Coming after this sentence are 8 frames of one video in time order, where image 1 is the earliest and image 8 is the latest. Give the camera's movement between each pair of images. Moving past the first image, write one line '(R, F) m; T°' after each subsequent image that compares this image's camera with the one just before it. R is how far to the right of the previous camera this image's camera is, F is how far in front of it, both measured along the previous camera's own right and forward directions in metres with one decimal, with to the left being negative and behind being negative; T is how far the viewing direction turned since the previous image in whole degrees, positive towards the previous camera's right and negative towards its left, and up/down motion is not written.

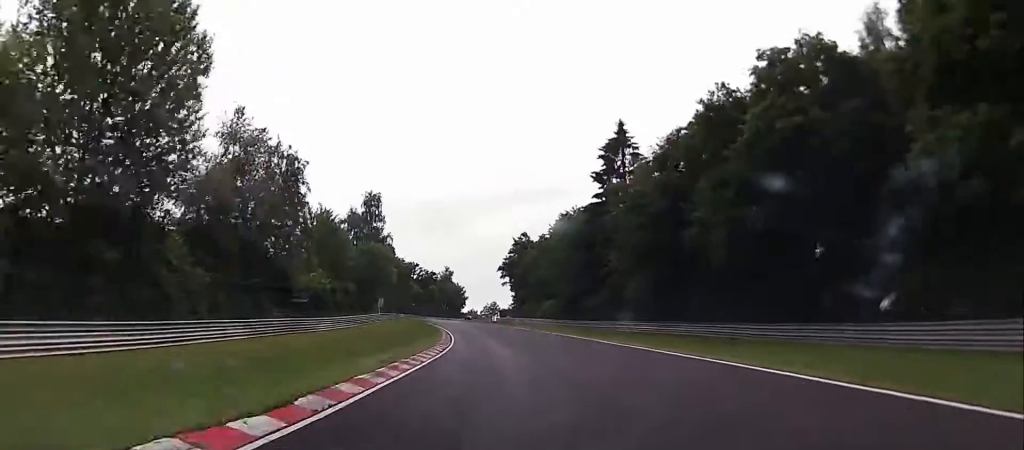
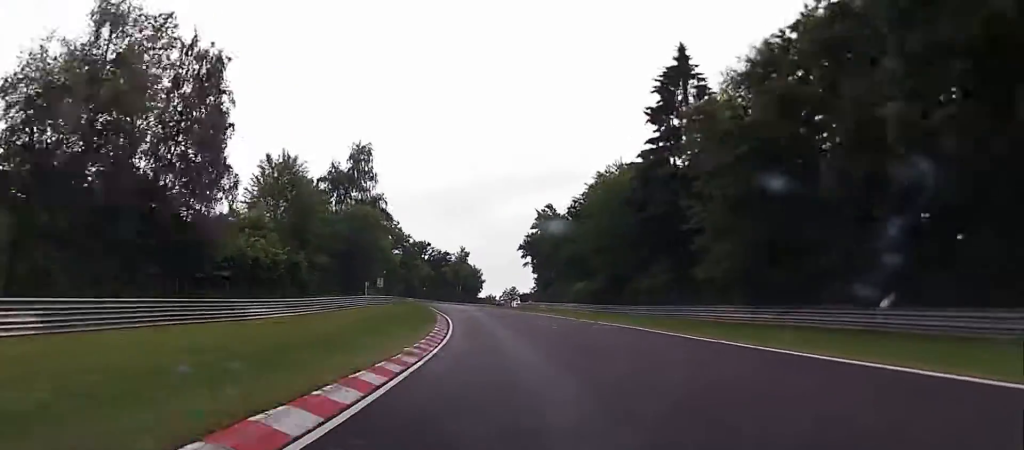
(-0.5, +19.0) m; -2°
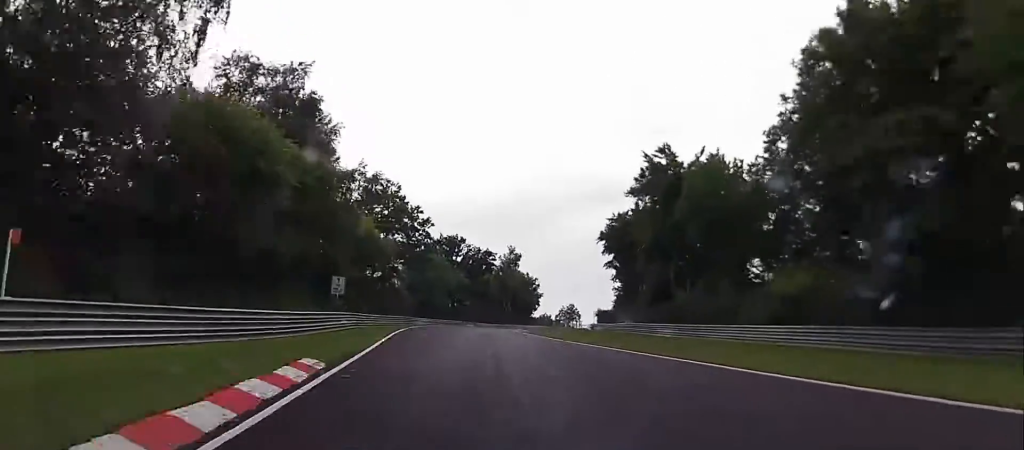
(-2.3, +52.2) m; -4°
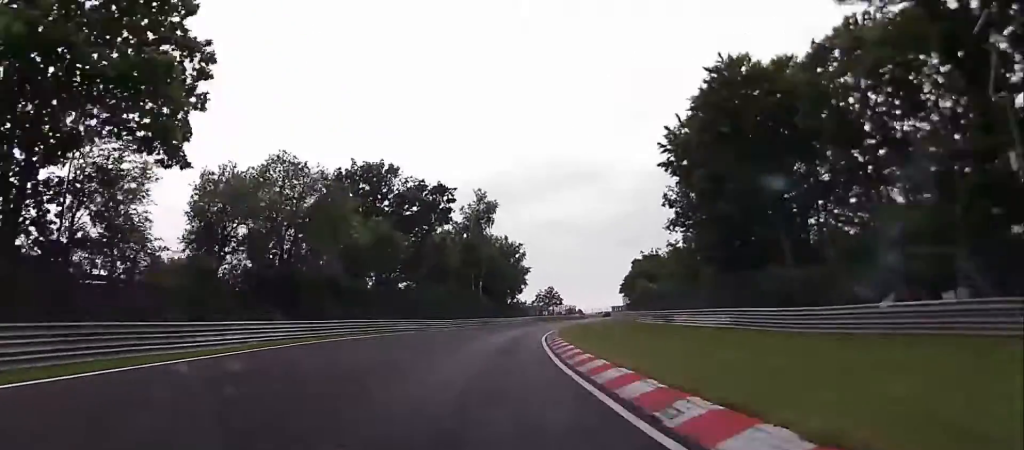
(+0.2, +54.0) m; +3°
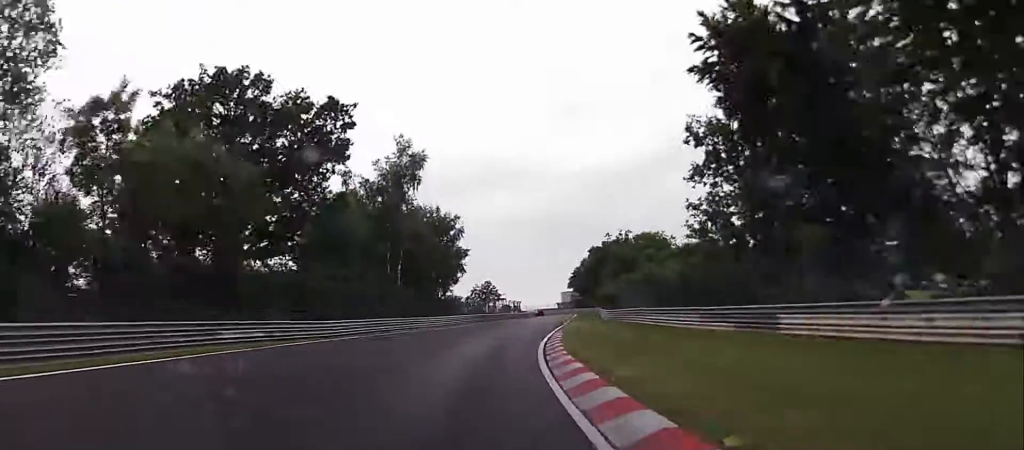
(+0.6, +25.6) m; +4°
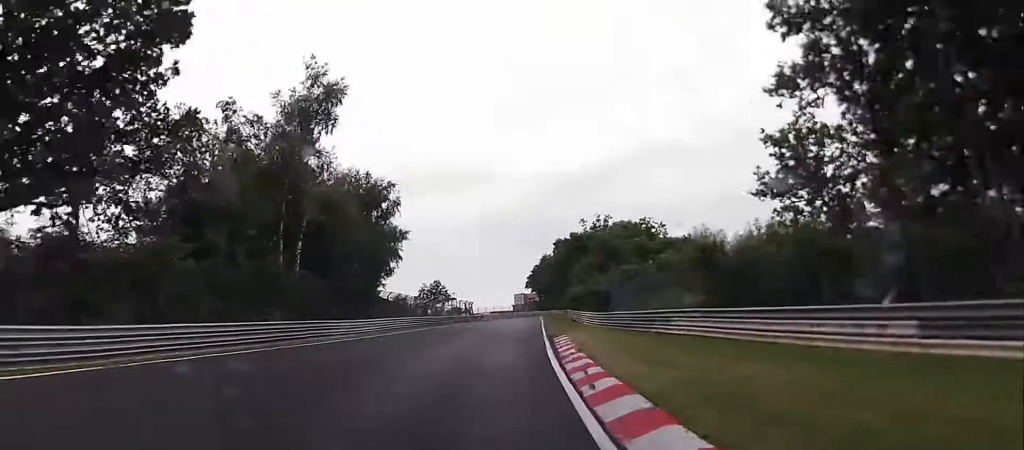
(+0.6, +18.6) m; +3°
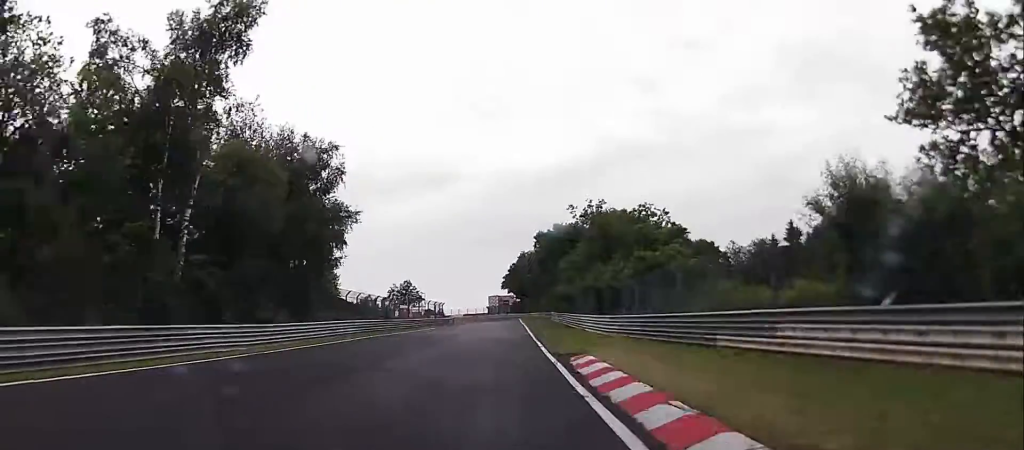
(+0.1, +12.7) m; +2°
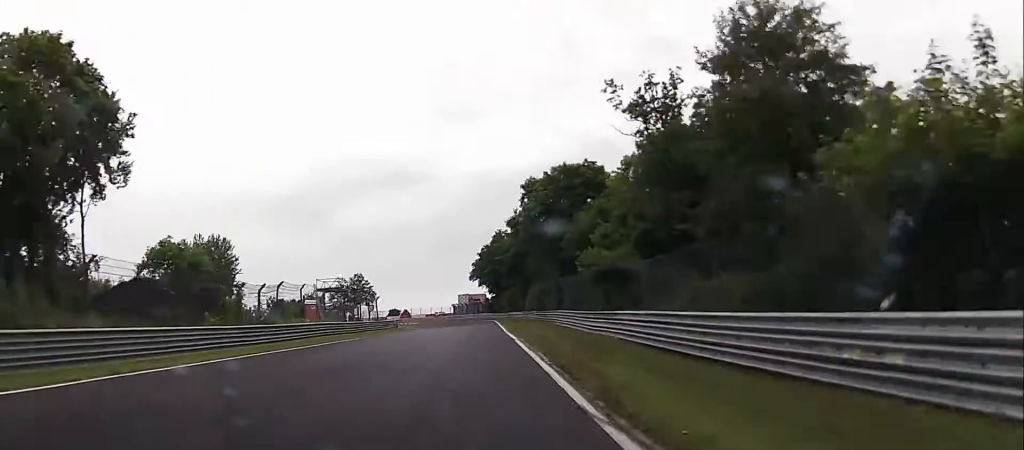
(+2.2, +38.8) m; +3°
